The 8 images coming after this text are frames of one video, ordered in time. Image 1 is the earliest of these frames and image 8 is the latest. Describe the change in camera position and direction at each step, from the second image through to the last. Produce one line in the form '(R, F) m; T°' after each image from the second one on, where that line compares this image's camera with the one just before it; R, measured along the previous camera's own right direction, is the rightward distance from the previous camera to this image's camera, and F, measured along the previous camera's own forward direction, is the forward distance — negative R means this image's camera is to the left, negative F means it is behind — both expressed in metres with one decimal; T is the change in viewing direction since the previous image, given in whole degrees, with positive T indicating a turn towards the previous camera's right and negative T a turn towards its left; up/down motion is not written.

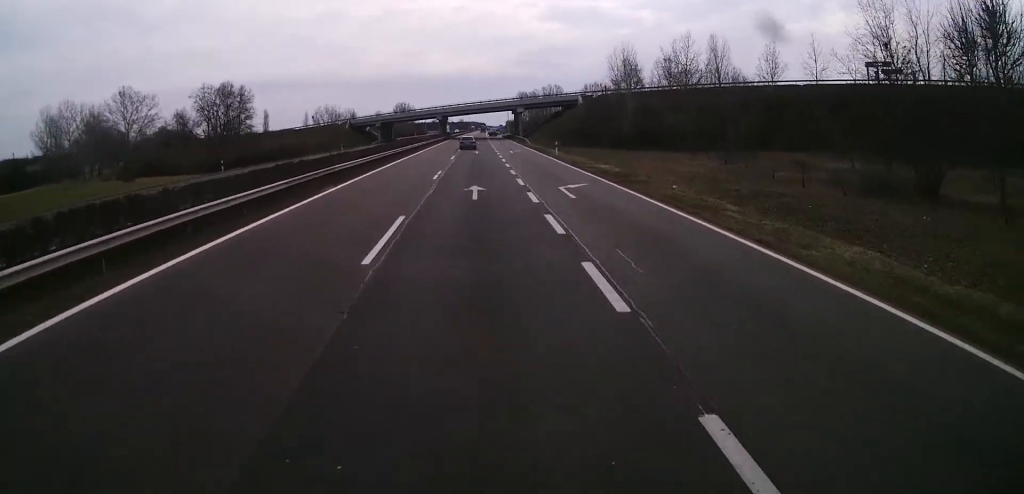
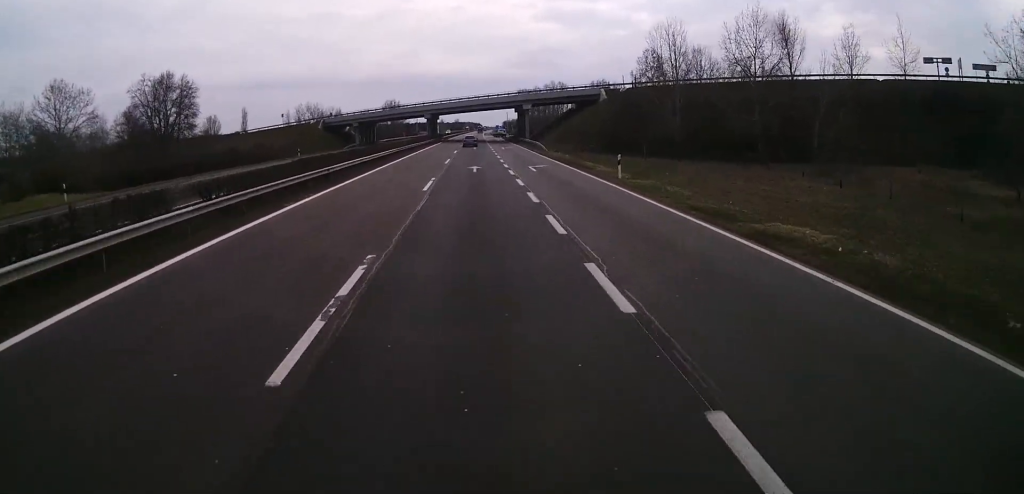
(0.0, +24.0) m; 0°
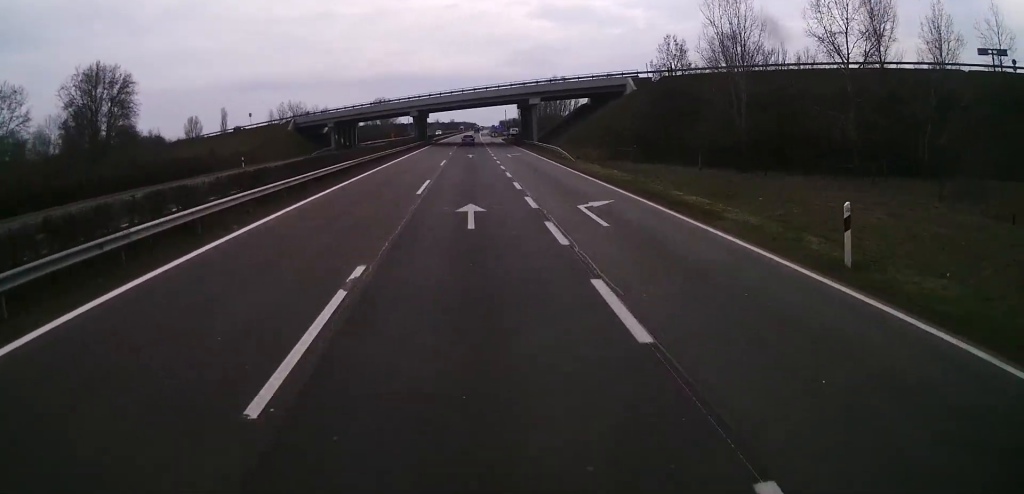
(0.0, +19.1) m; 0°
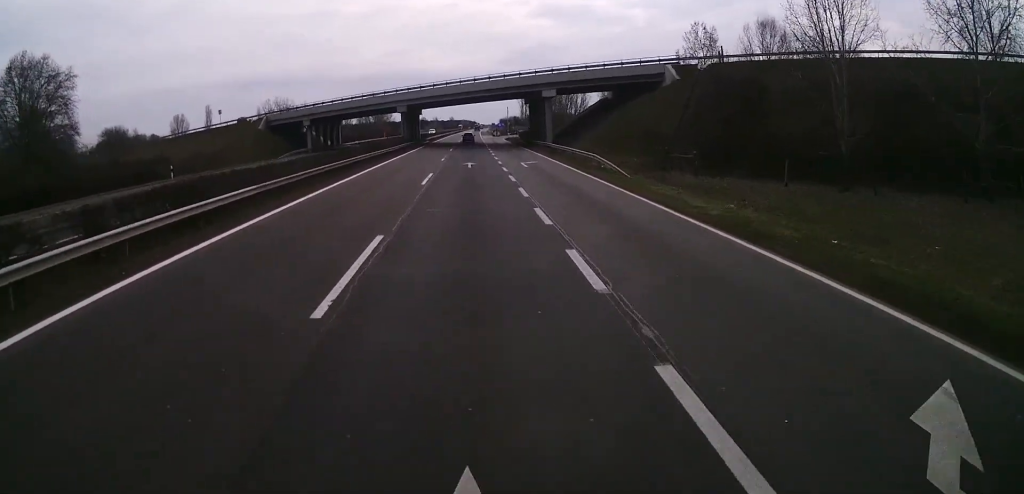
(0.0, +15.8) m; 0°
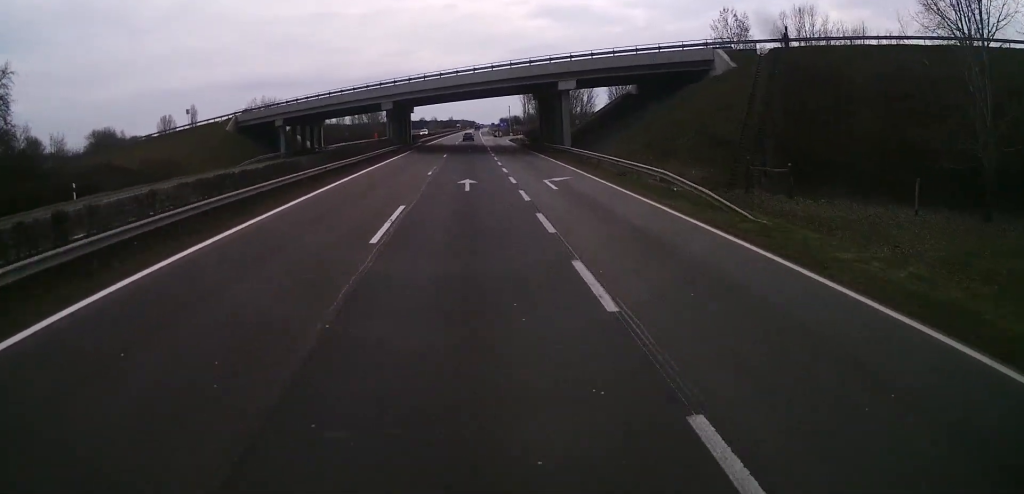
(-0.1, +13.3) m; 0°
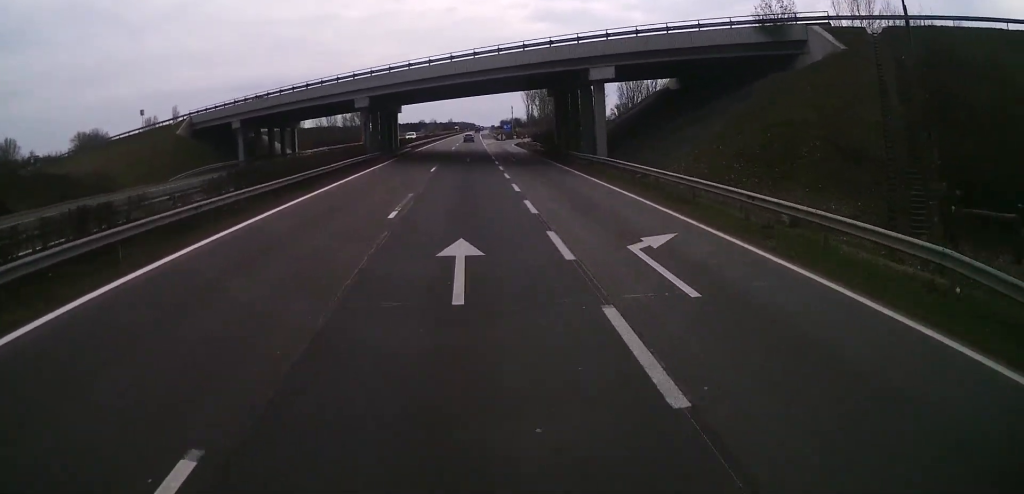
(+0.2, +14.9) m; 0°
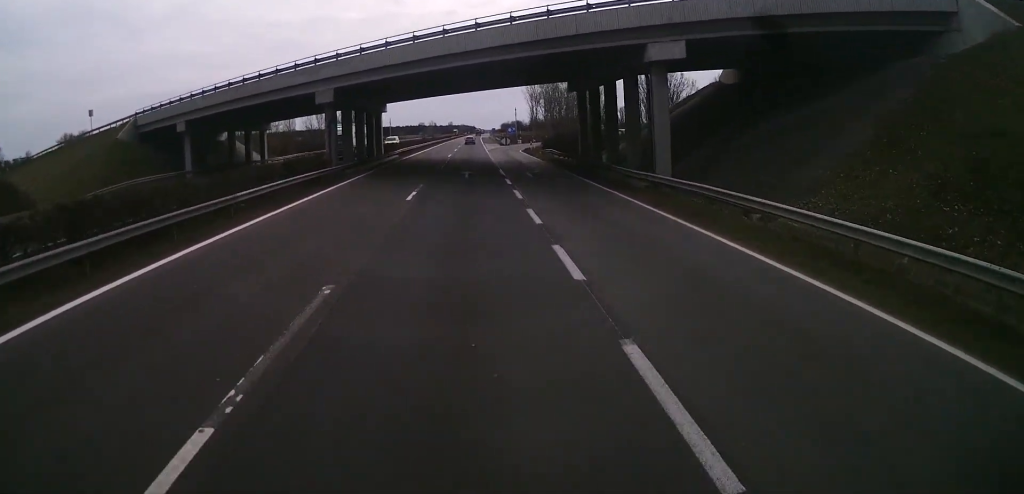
(+0.2, +13.3) m; 0°
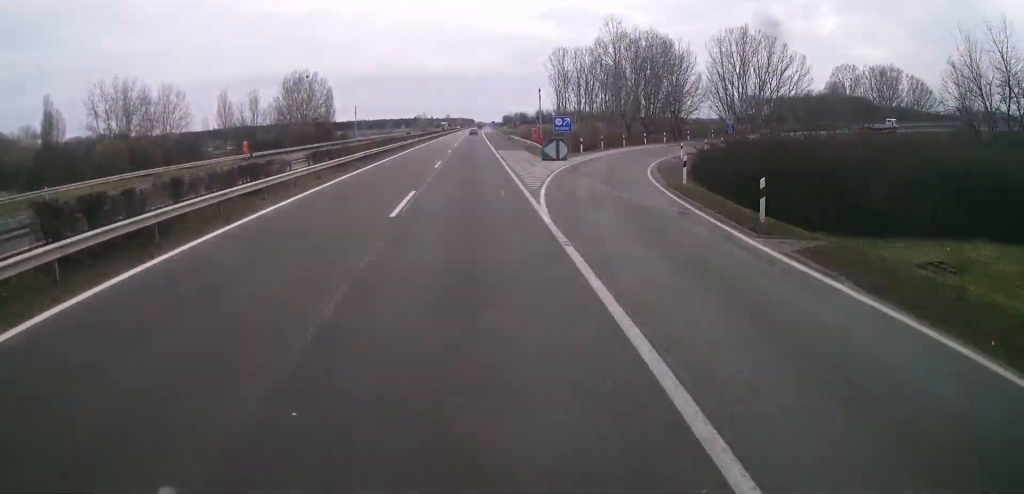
(-0.5, +61.0) m; 0°
